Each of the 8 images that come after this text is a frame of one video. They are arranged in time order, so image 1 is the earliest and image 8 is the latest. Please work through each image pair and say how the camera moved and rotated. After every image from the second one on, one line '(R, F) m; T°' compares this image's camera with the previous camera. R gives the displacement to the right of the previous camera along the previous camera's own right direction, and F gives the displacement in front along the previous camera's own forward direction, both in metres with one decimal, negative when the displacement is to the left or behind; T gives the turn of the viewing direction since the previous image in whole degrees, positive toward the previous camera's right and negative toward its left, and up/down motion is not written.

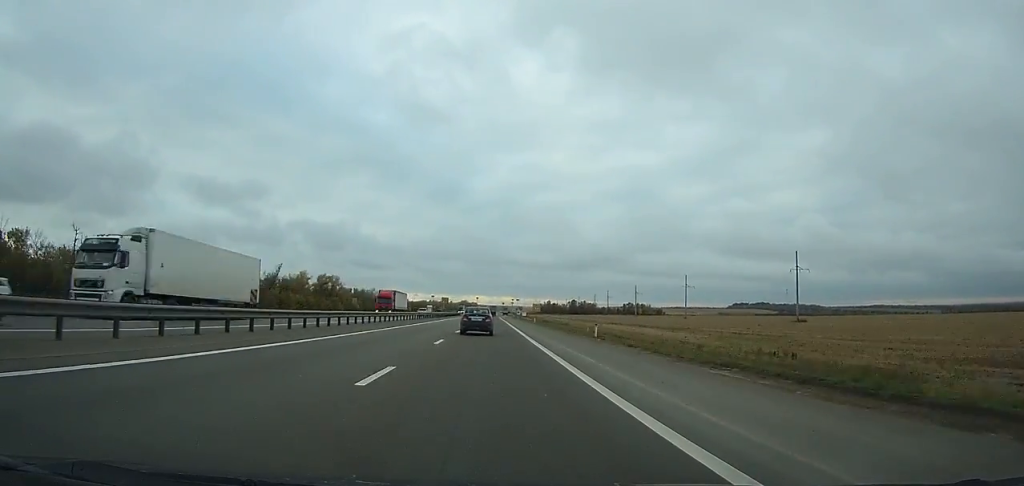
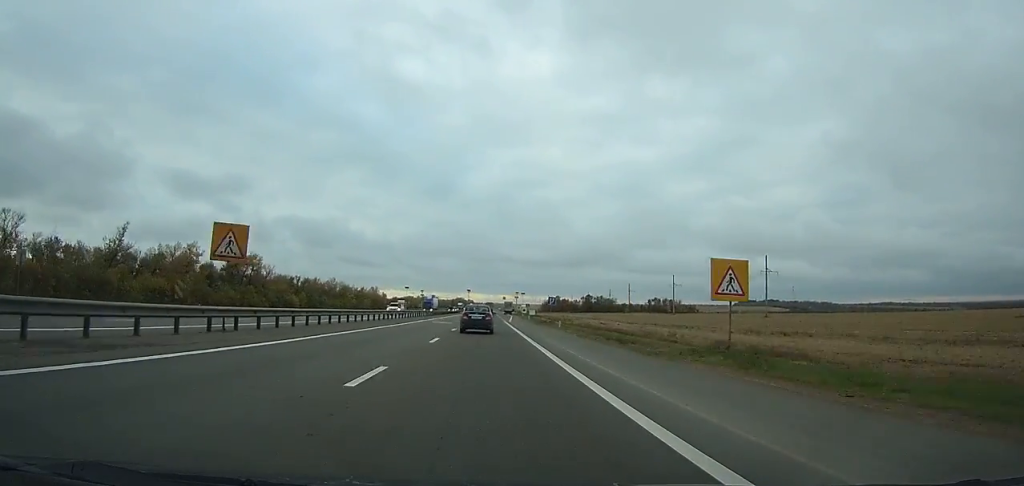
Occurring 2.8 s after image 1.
(-0.2, +84.8) m; 0°
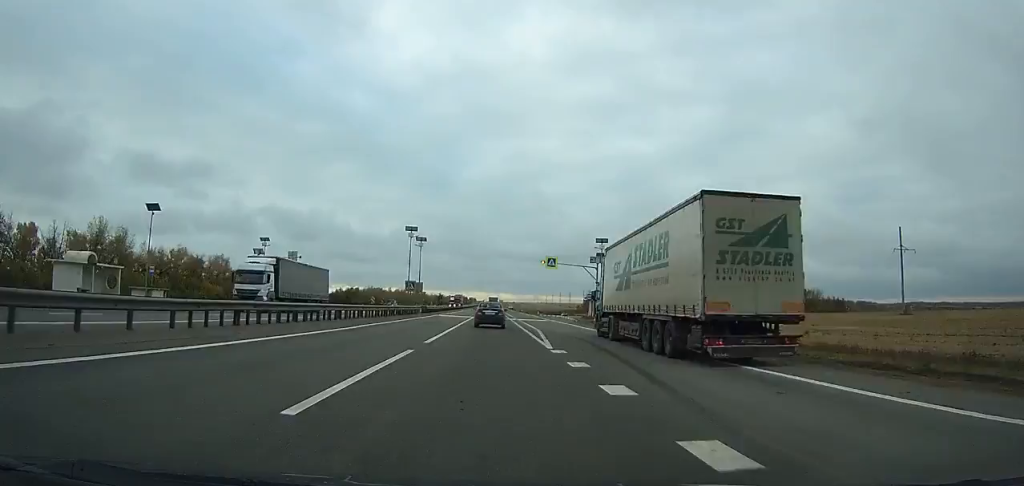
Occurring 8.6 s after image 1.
(+0.1, +172.2) m; 0°
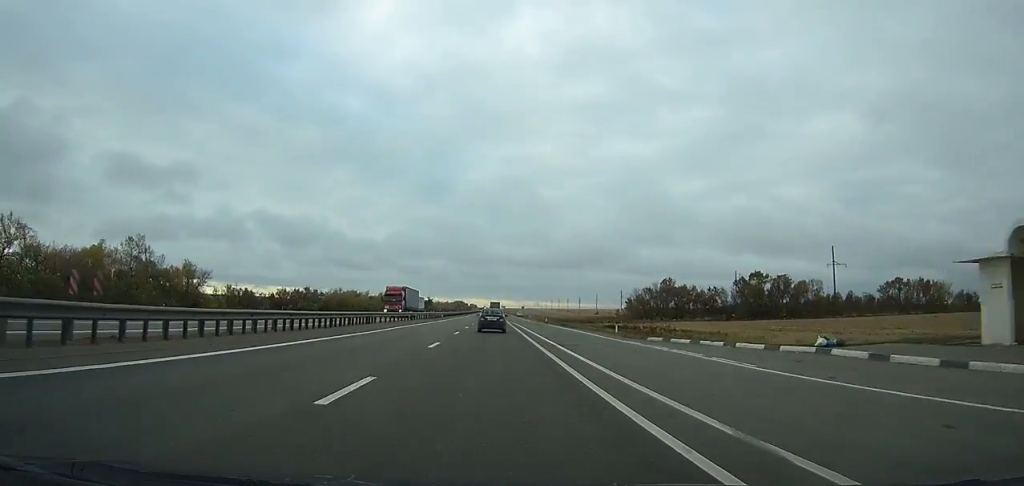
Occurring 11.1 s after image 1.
(-0.2, +73.3) m; 0°
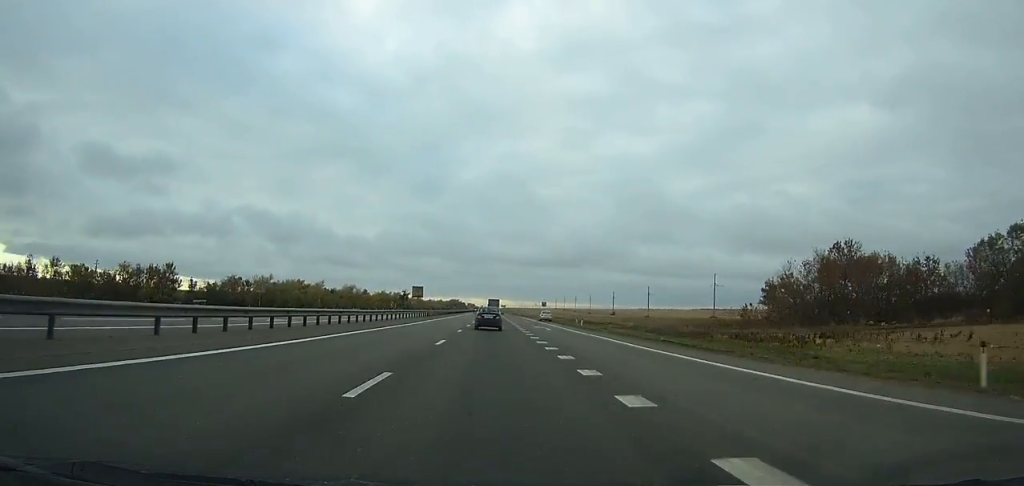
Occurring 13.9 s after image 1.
(-0.1, +82.2) m; 0°
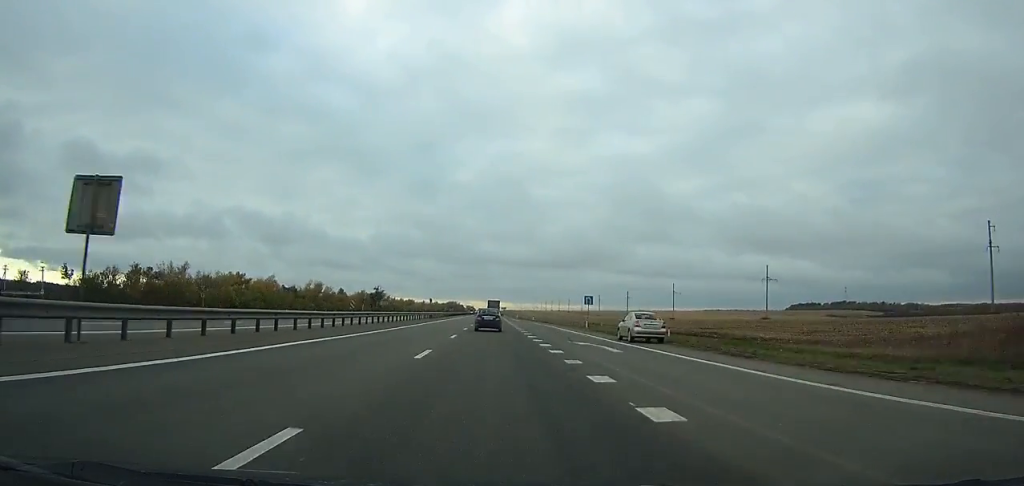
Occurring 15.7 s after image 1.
(0.0, +53.2) m; 0°
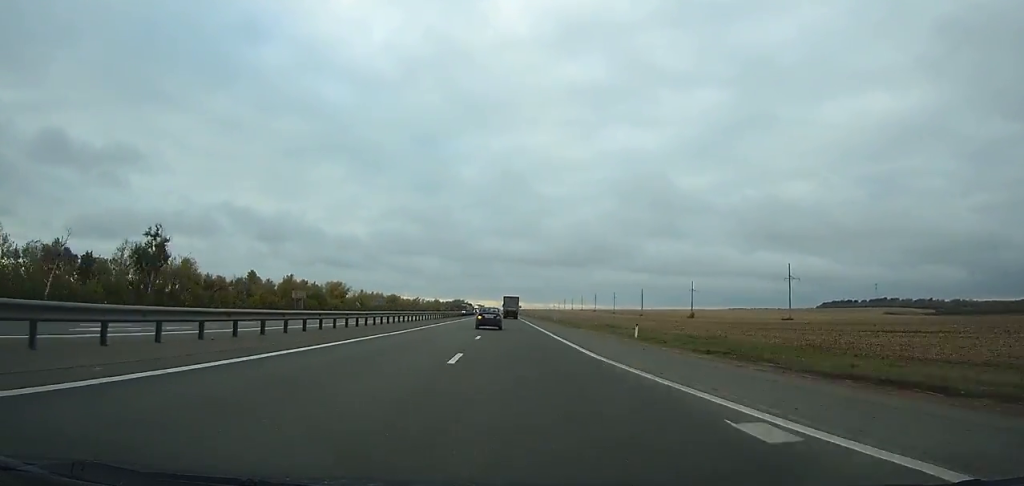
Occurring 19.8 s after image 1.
(0.0, +123.1) m; 0°
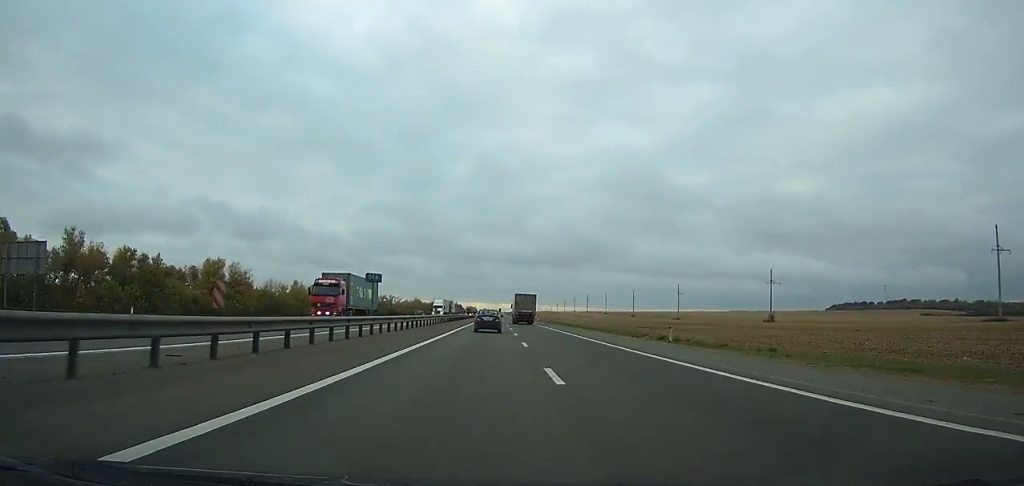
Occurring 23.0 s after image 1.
(-0.7, +98.7) m; 0°
